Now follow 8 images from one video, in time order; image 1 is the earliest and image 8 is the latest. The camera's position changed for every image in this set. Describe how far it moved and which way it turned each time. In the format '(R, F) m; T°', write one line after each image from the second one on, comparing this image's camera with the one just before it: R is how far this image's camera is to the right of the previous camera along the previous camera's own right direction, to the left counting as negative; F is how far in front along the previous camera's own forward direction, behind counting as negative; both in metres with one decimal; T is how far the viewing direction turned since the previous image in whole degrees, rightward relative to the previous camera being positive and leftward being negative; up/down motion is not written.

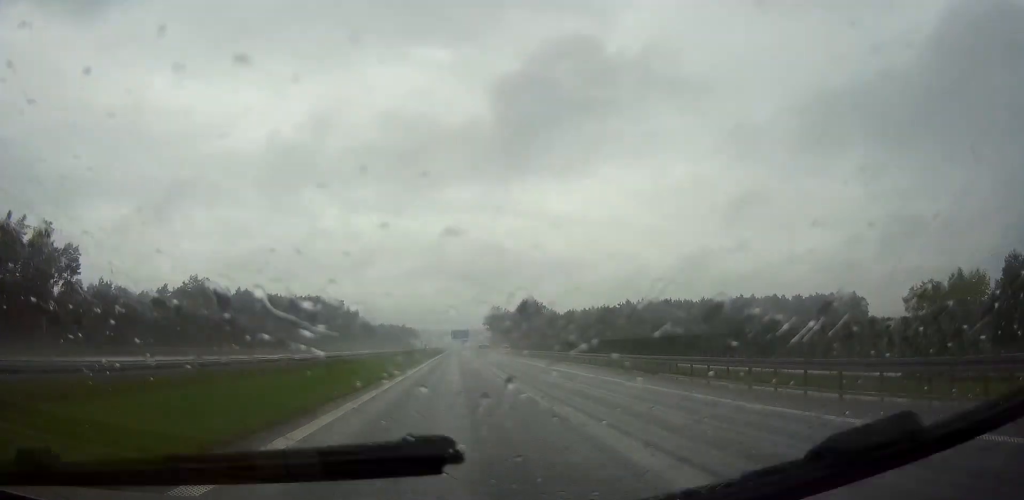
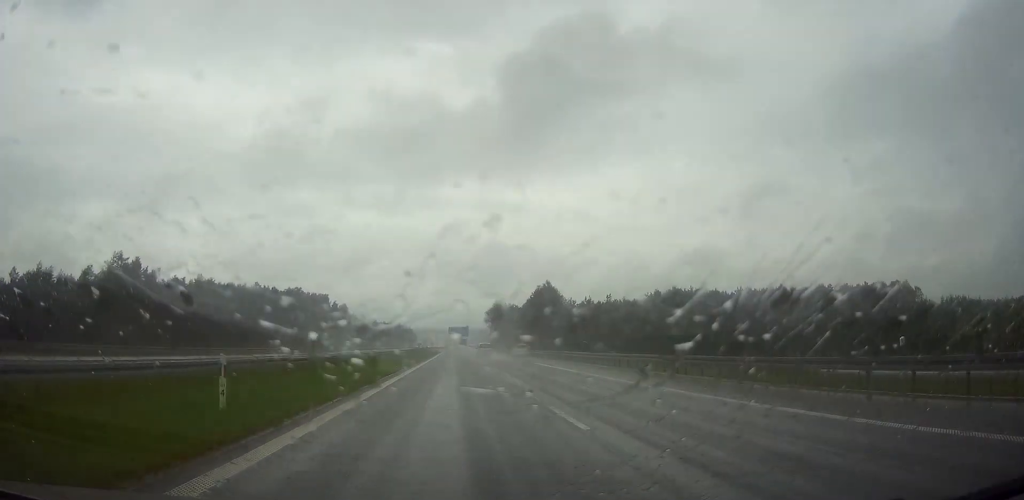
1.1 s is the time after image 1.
(+0.1, +39.1) m; 0°
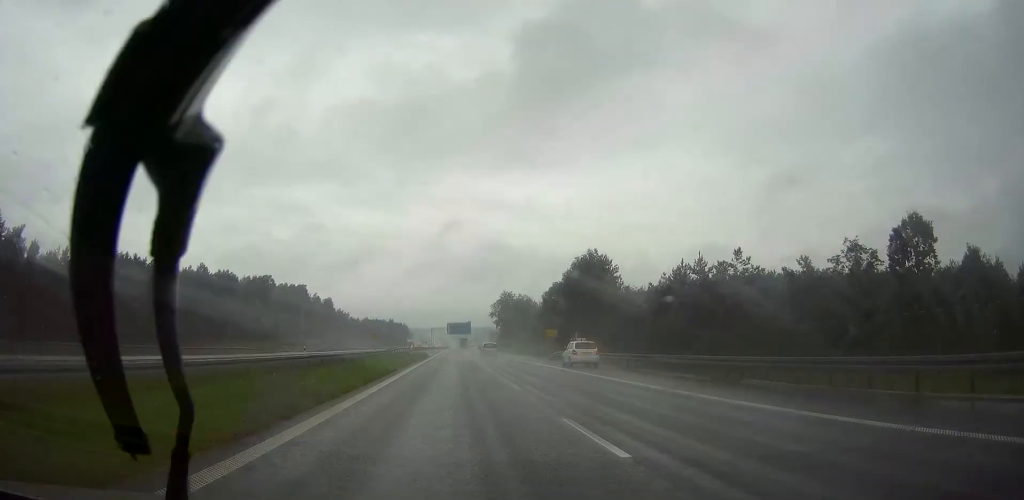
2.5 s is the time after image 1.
(0.0, +48.5) m; 0°
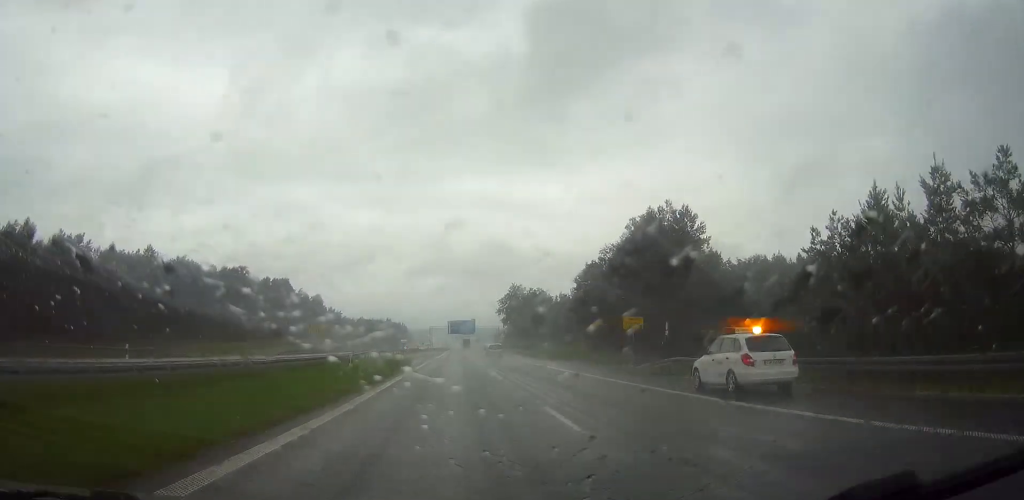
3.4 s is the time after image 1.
(-0.1, +32.0) m; 0°
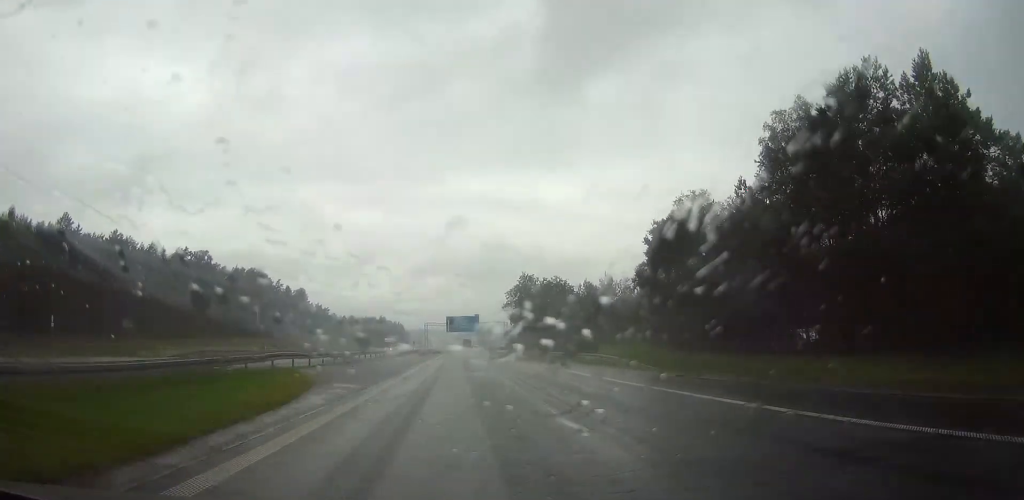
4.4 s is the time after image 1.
(0.0, +35.4) m; 0°
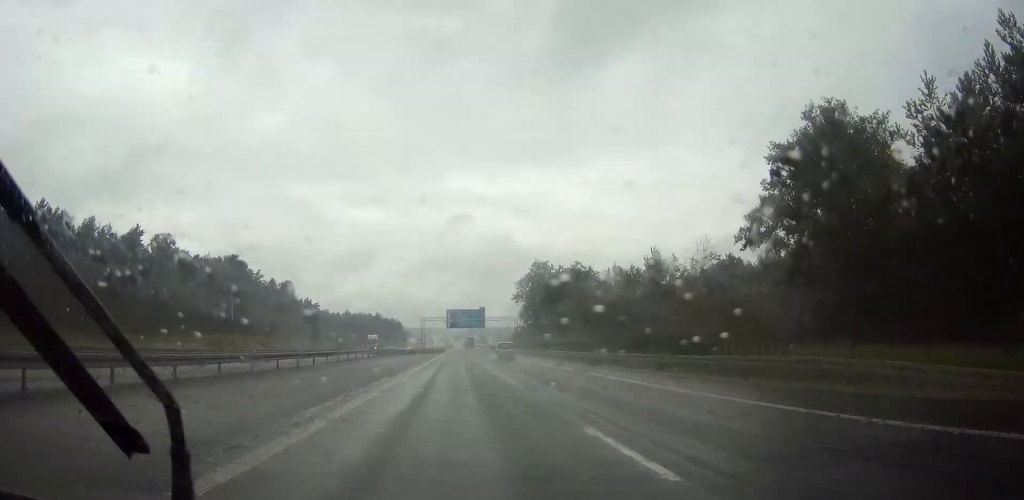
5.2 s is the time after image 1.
(0.0, +28.5) m; 0°
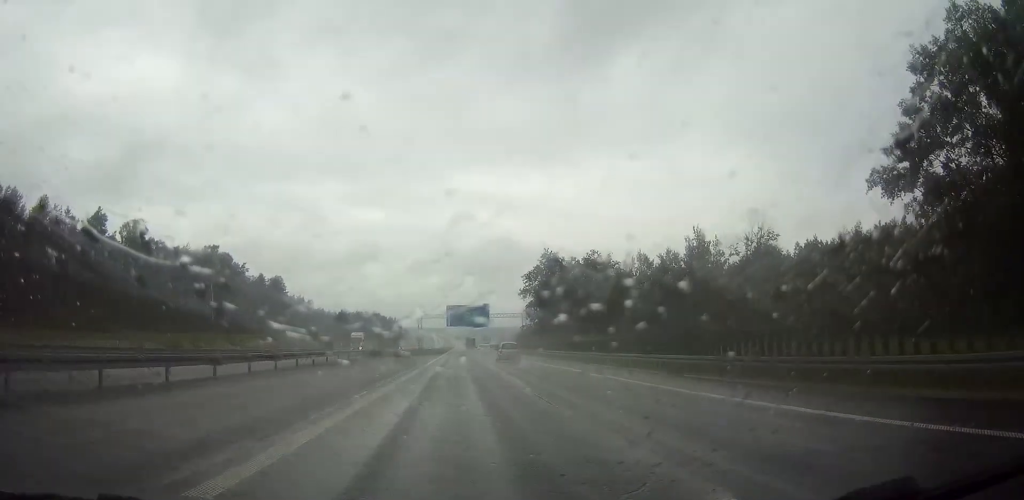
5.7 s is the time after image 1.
(-0.1, +17.5) m; 0°
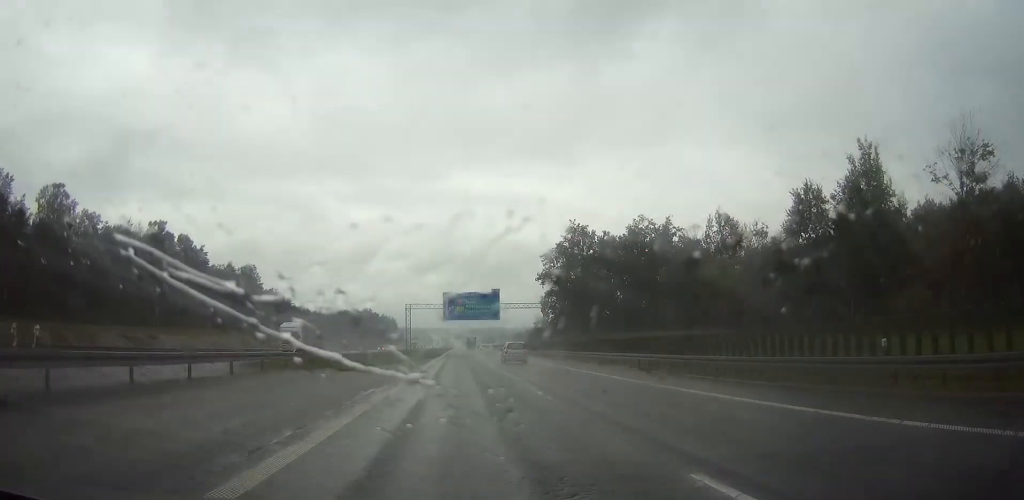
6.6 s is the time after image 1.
(-0.1, +35.9) m; 0°
